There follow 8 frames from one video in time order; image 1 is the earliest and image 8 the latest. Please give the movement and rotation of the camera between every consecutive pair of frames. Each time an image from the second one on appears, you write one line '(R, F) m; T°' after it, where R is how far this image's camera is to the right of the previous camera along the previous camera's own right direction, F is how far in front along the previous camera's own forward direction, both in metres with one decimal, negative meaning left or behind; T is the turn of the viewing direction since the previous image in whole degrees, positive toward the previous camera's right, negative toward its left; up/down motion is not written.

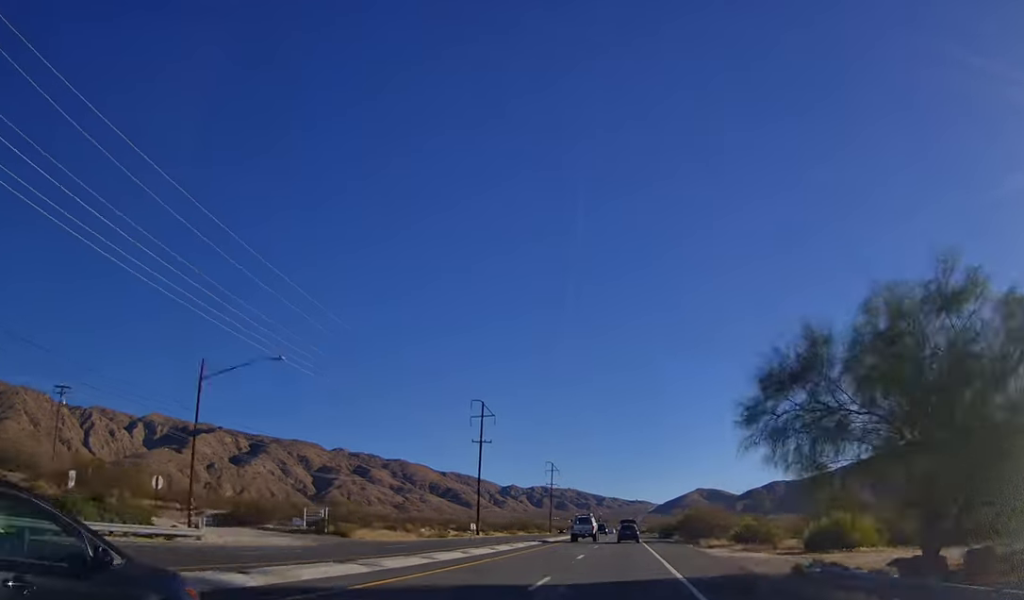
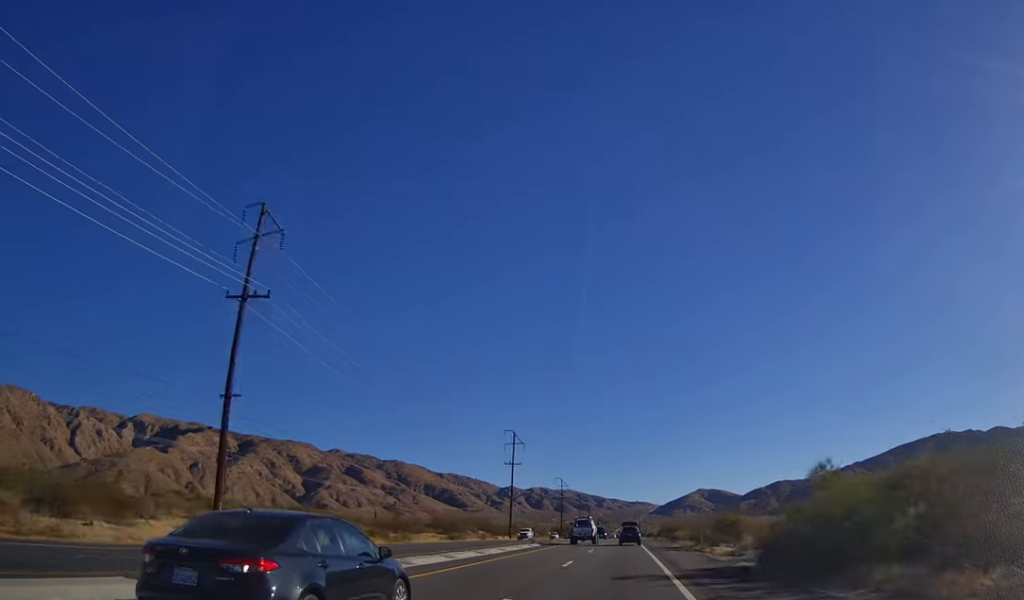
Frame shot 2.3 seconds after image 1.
(-0.2, +63.6) m; -1°
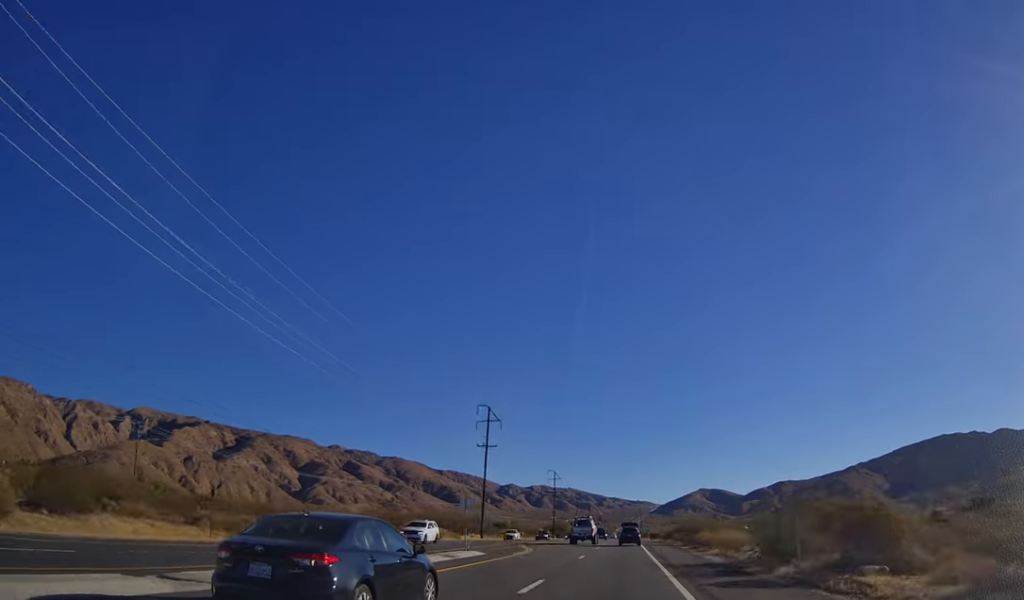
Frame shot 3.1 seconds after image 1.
(-0.2, +24.4) m; 0°
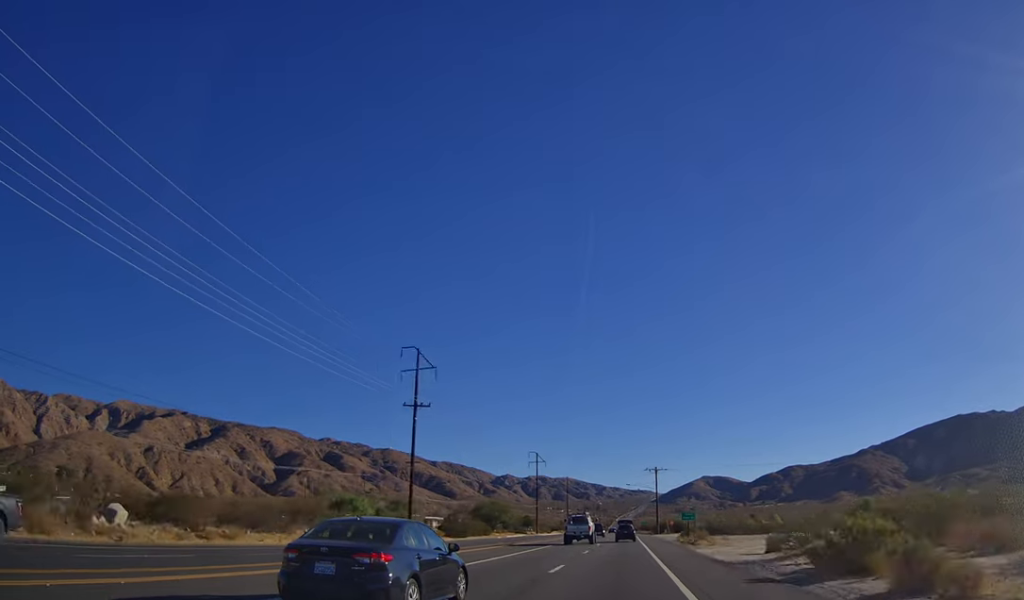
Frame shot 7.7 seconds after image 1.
(+2.1, +128.5) m; +1°
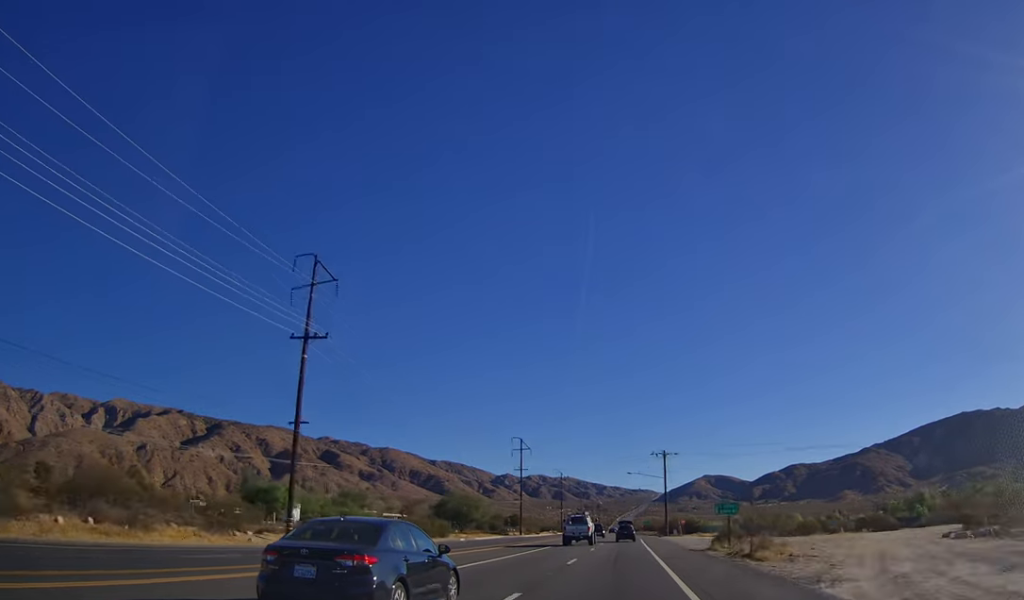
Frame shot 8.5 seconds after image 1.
(-0.1, +24.7) m; 0°
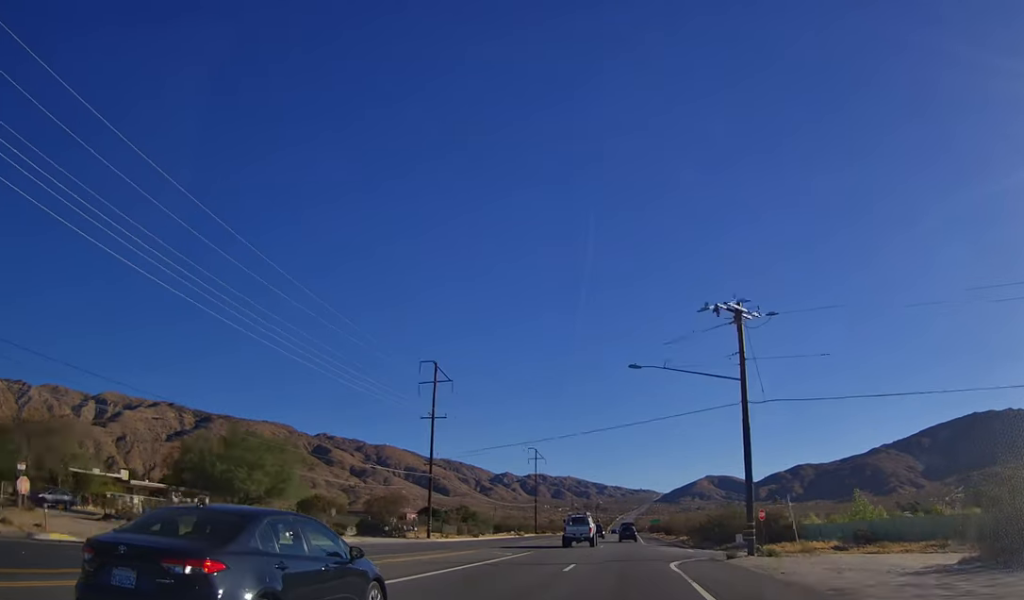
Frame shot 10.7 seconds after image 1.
(-0.6, +62.6) m; -1°
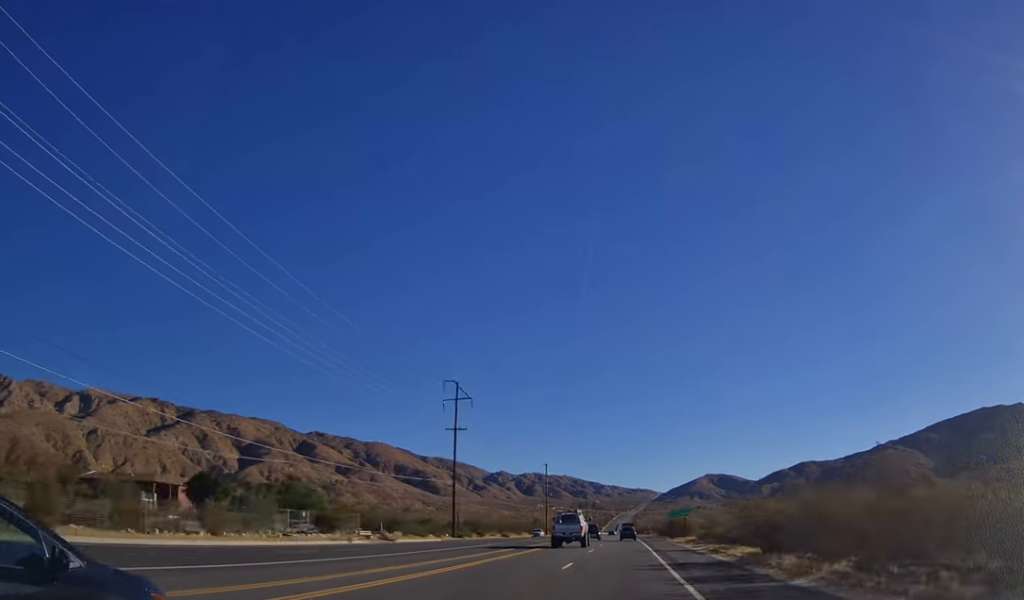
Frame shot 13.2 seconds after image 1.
(-0.1, +70.0) m; 0°
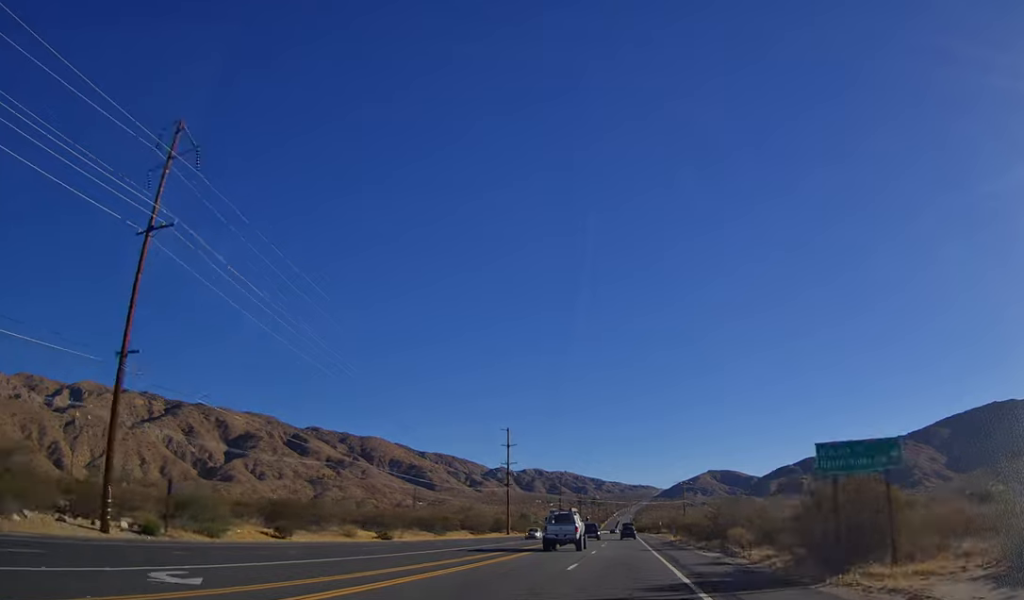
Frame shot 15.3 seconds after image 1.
(0.0, +58.7) m; 0°
